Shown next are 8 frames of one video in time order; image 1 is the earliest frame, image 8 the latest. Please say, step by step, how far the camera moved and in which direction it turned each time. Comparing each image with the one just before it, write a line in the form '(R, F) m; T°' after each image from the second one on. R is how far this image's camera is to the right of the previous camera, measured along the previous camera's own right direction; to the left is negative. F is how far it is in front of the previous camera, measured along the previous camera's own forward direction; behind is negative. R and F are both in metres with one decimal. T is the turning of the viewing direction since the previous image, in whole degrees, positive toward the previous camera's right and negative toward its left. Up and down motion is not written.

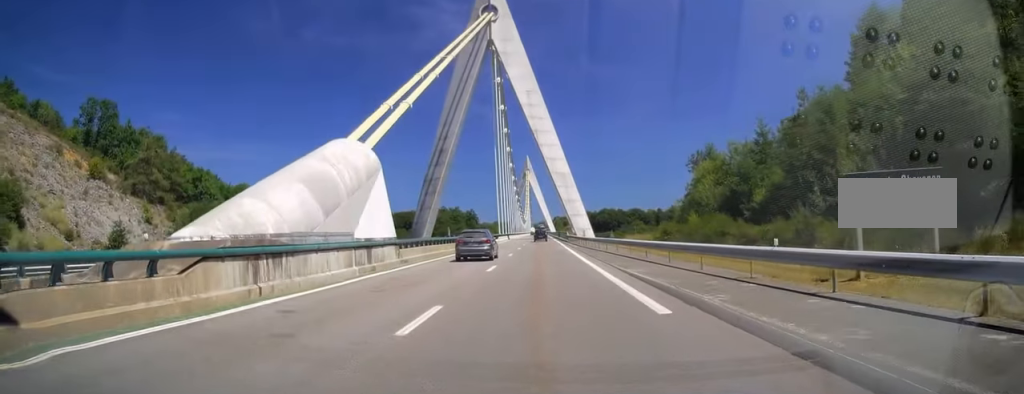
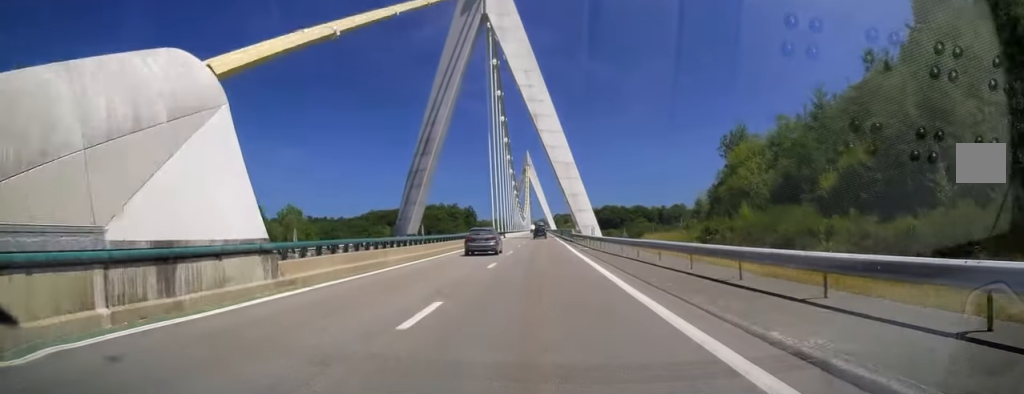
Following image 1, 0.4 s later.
(0.0, +12.7) m; 0°
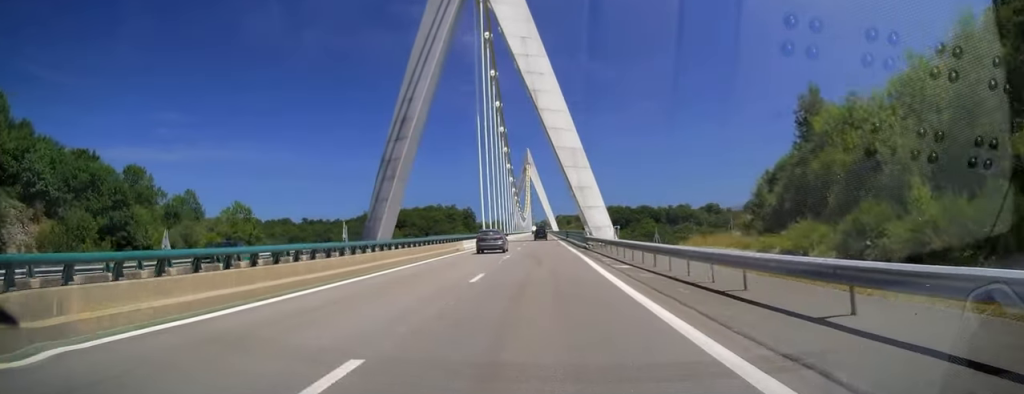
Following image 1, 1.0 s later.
(+0.3, +18.1) m; 0°
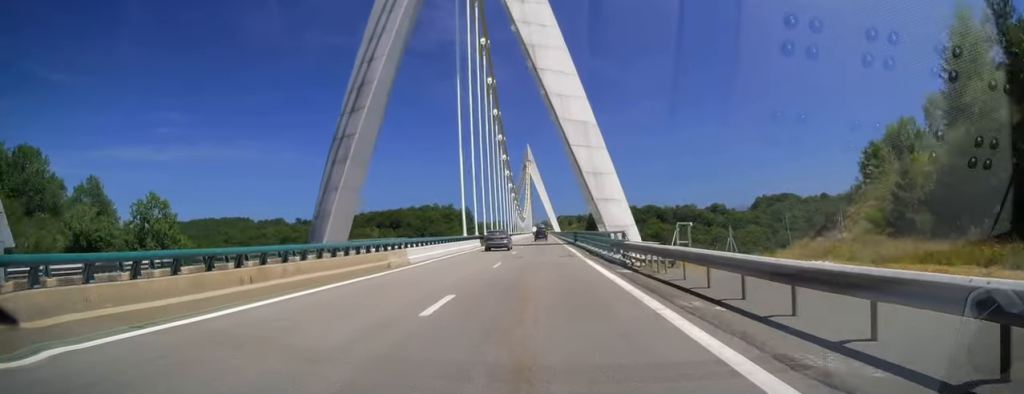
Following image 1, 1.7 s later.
(-0.1, +19.5) m; 0°
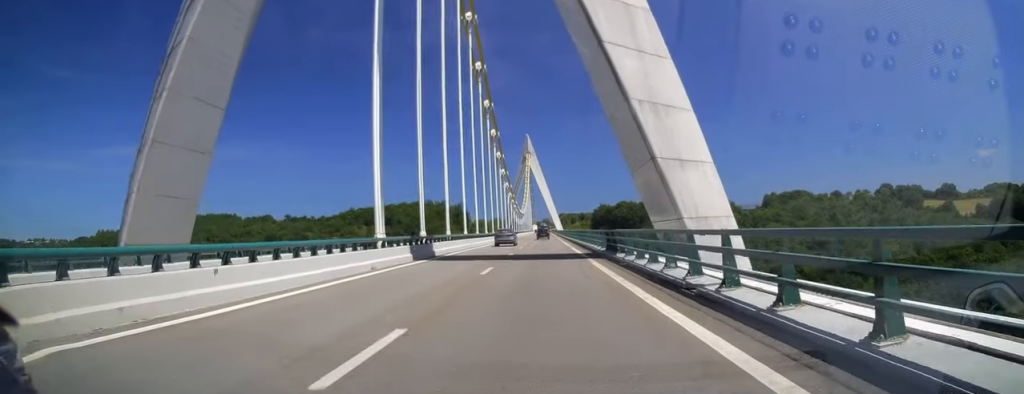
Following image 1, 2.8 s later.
(-0.2, +30.8) m; 0°
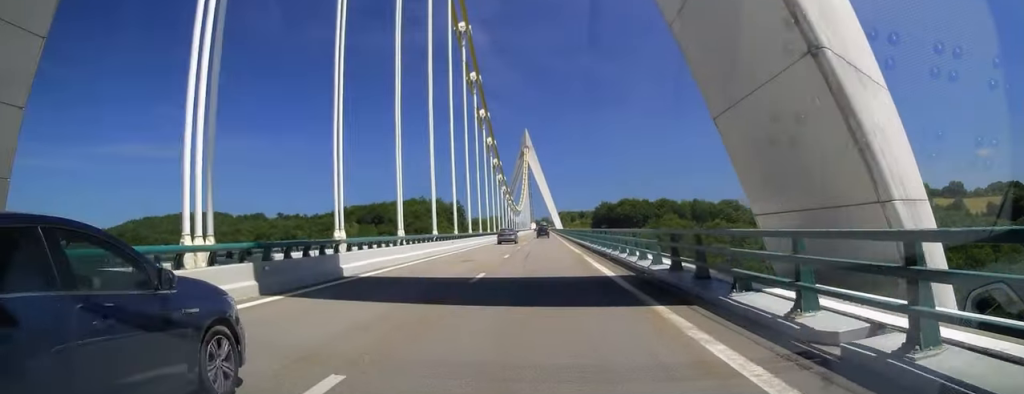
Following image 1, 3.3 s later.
(0.0, +15.6) m; 0°
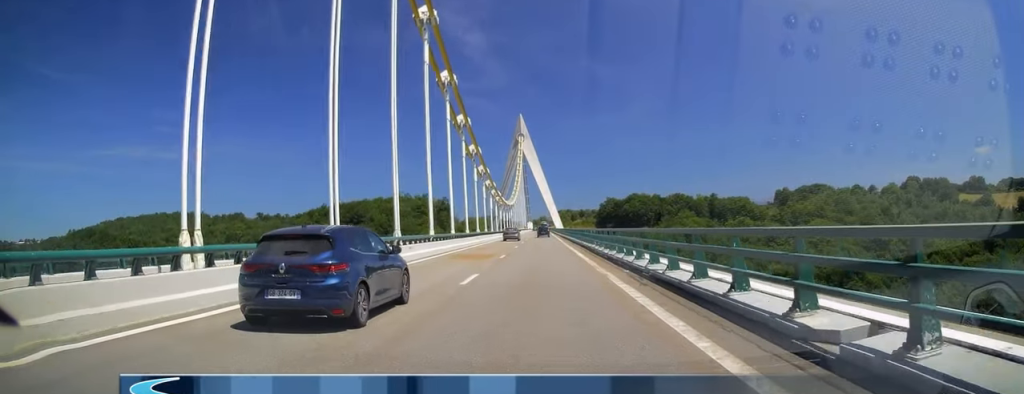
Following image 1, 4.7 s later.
(0.0, +40.1) m; 0°
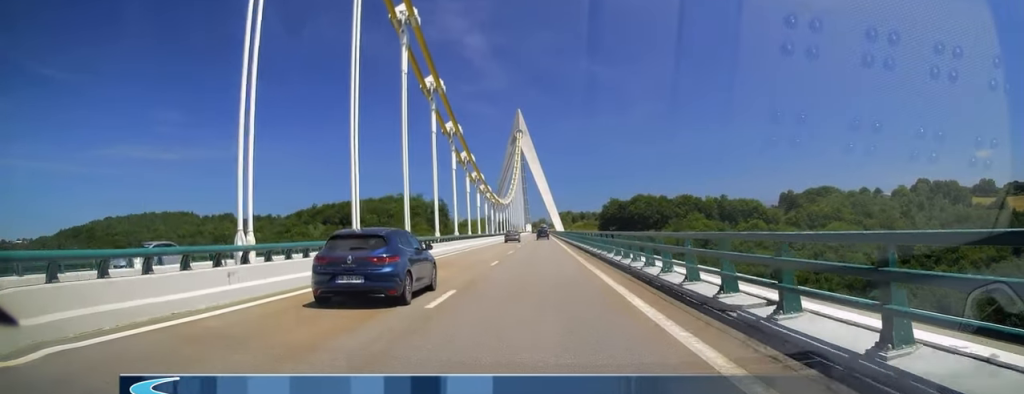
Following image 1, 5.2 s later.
(0.0, +17.1) m; 0°
